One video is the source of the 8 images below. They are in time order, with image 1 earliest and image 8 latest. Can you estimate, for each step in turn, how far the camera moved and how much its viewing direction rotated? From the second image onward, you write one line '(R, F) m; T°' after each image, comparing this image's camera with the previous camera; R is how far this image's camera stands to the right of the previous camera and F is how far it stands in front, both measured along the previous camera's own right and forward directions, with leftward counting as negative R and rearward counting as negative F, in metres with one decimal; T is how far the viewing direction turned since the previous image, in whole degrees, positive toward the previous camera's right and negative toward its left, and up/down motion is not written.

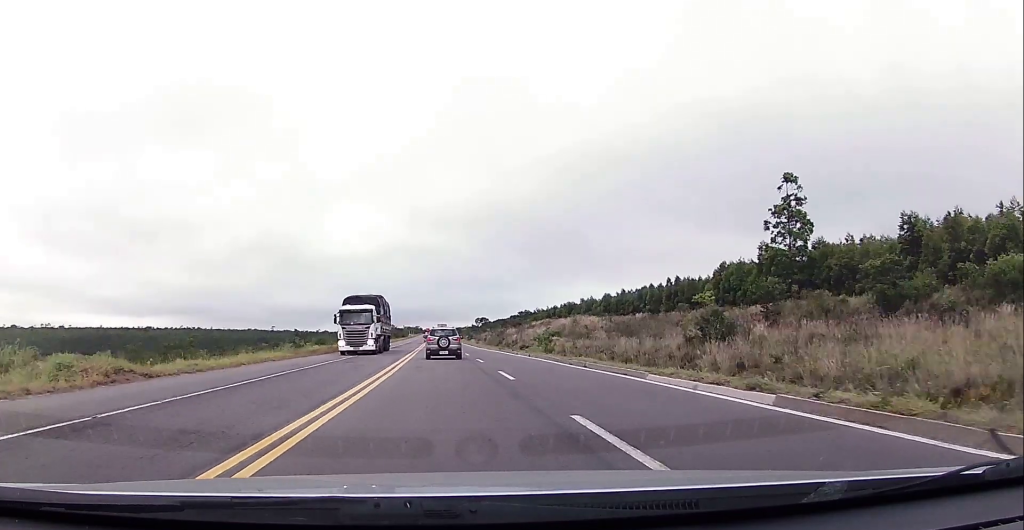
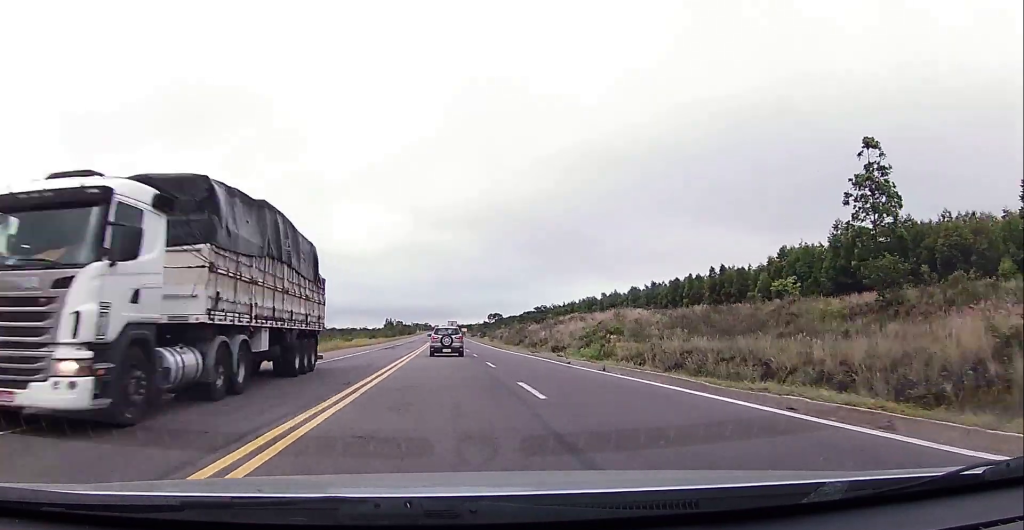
(-0.5, +17.0) m; -1°
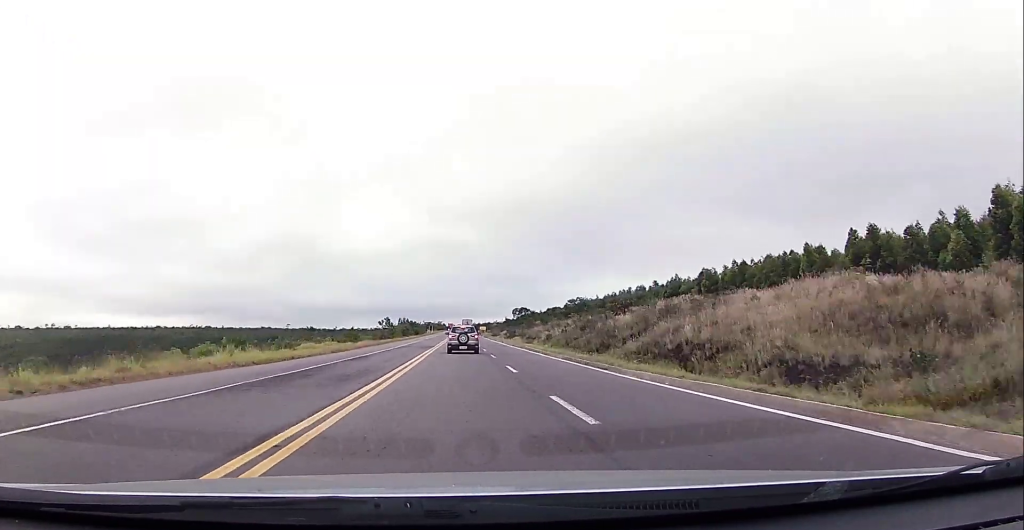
(-0.2, +38.5) m; 0°
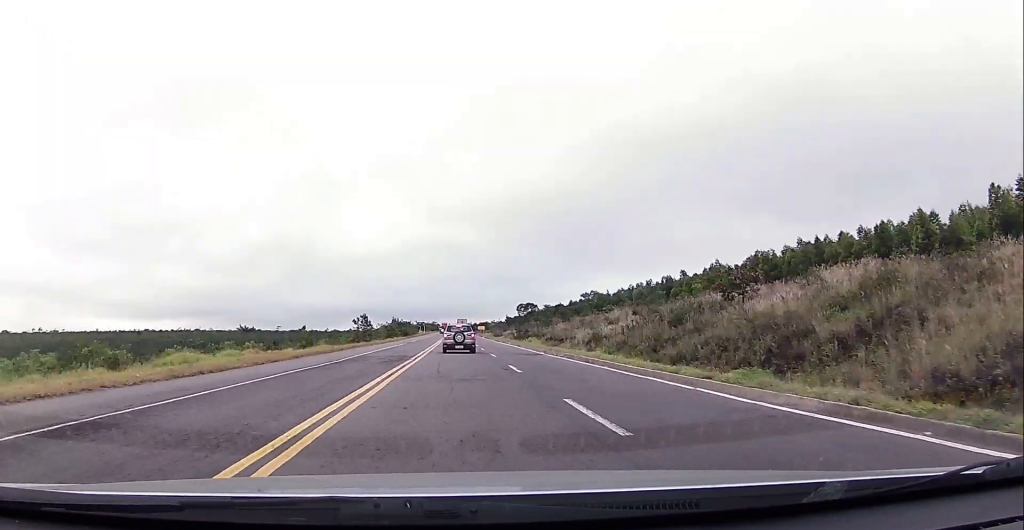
(-0.1, +24.8) m; -1°
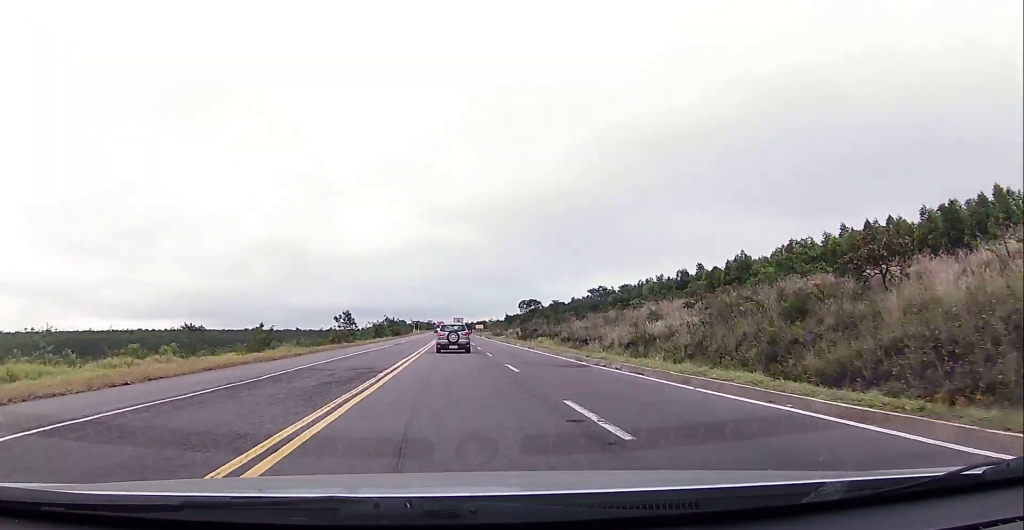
(-0.2, +11.3) m; 0°
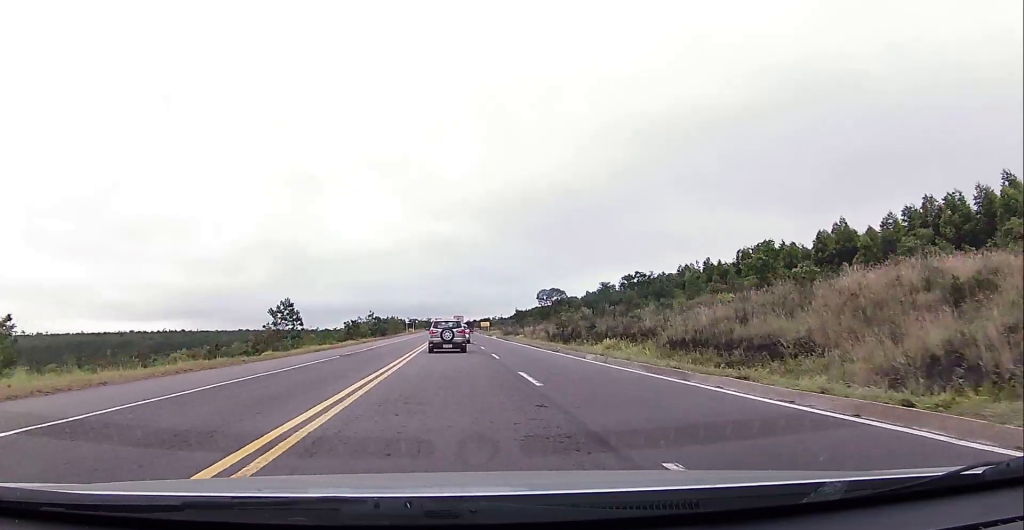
(+0.5, +29.1) m; +1°
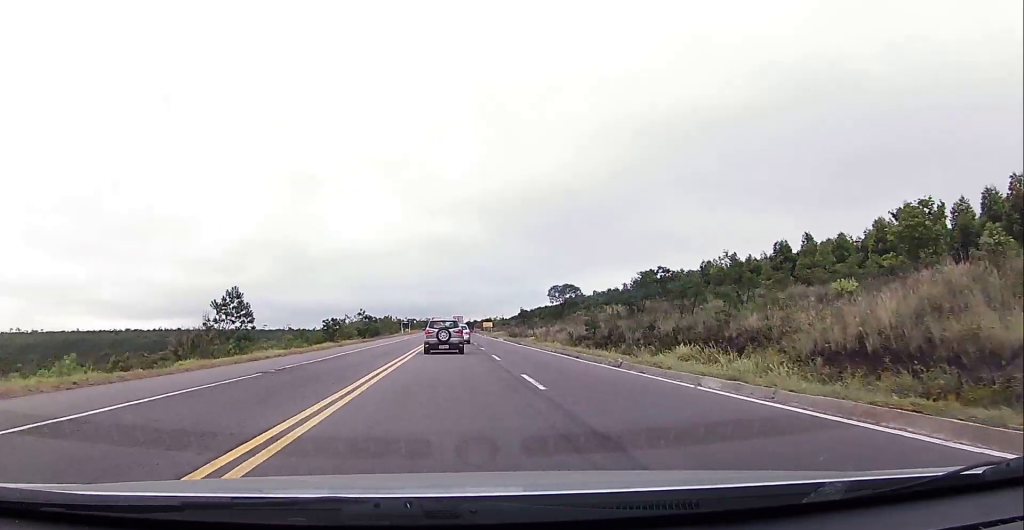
(0.0, +12.9) m; 0°
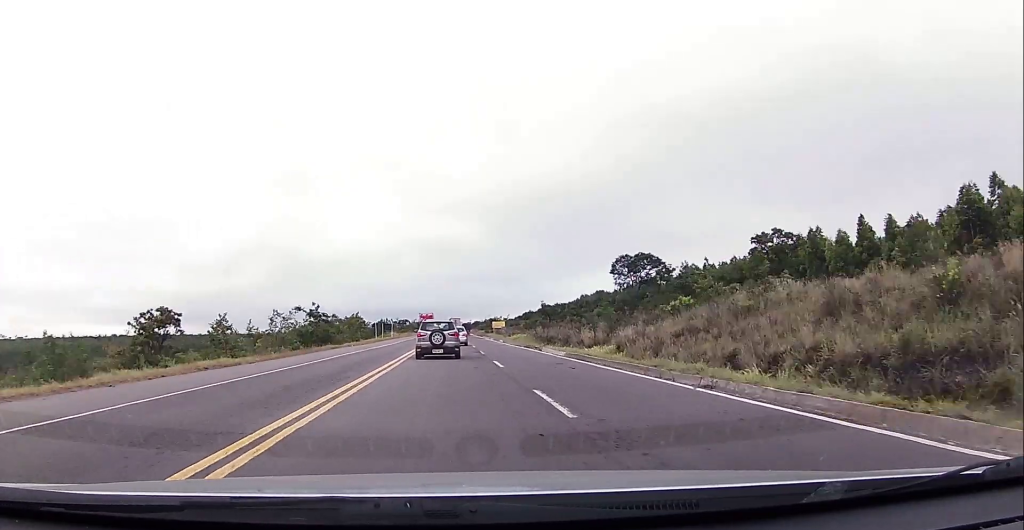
(-0.6, +40.1) m; 0°
